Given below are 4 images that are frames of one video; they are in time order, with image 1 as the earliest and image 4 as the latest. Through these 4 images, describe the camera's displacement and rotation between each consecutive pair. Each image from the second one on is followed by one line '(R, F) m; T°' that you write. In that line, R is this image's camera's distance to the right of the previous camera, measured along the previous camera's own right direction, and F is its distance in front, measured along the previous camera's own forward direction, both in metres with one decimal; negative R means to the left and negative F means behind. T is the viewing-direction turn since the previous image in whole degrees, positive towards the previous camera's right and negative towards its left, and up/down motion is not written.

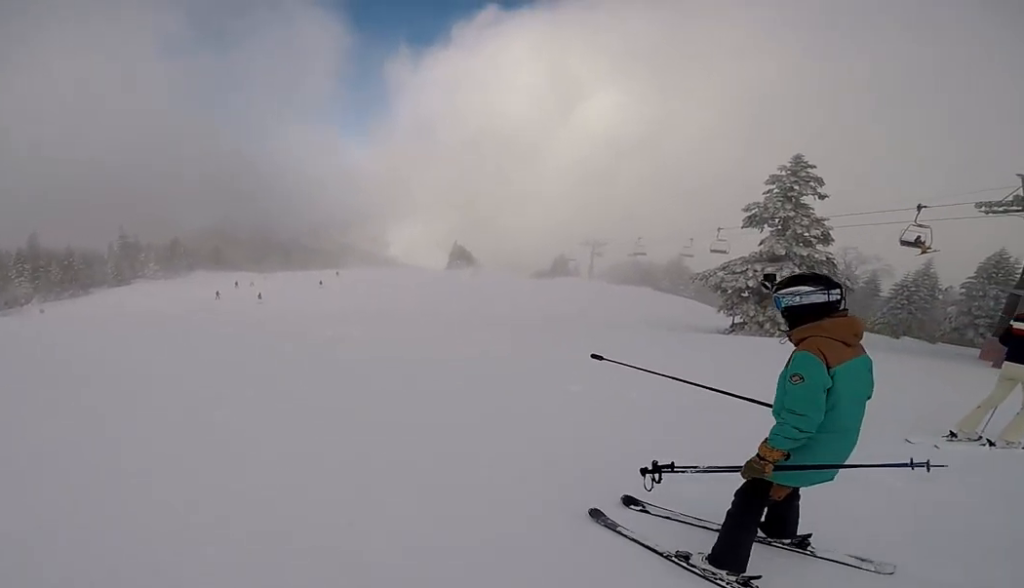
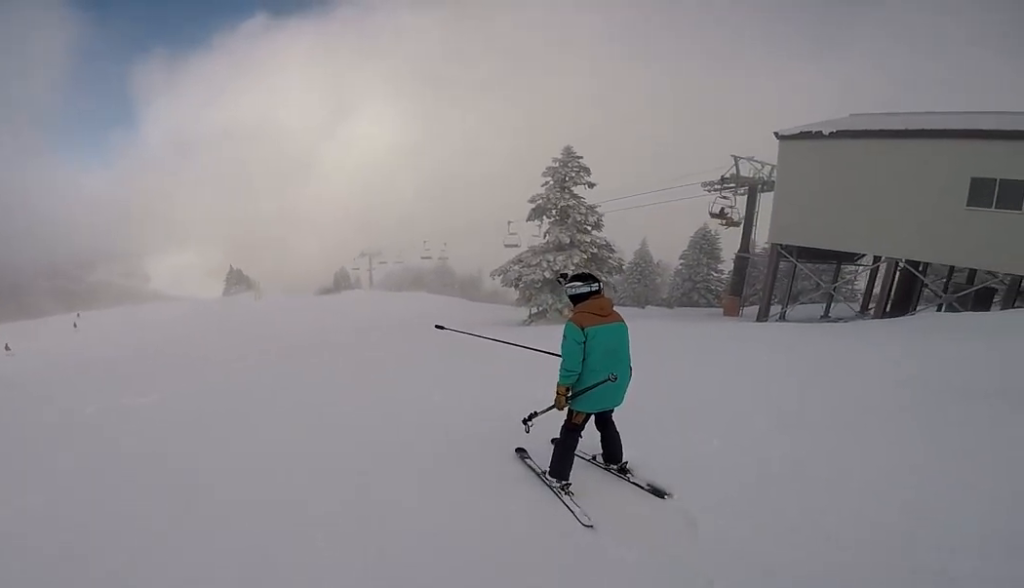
(-0.8, +4.0) m; +16°
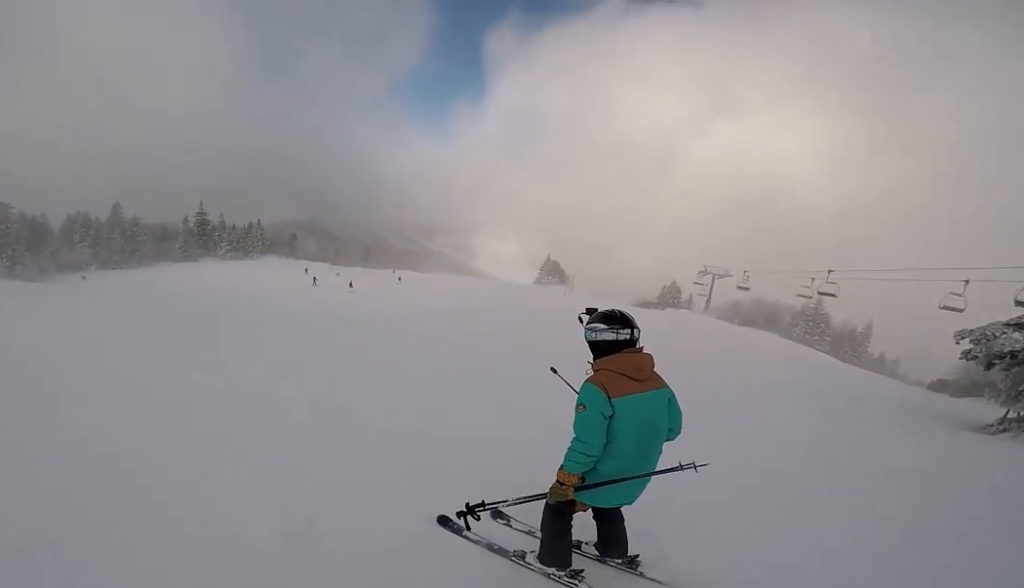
(+1.5, +5.7) m; -23°
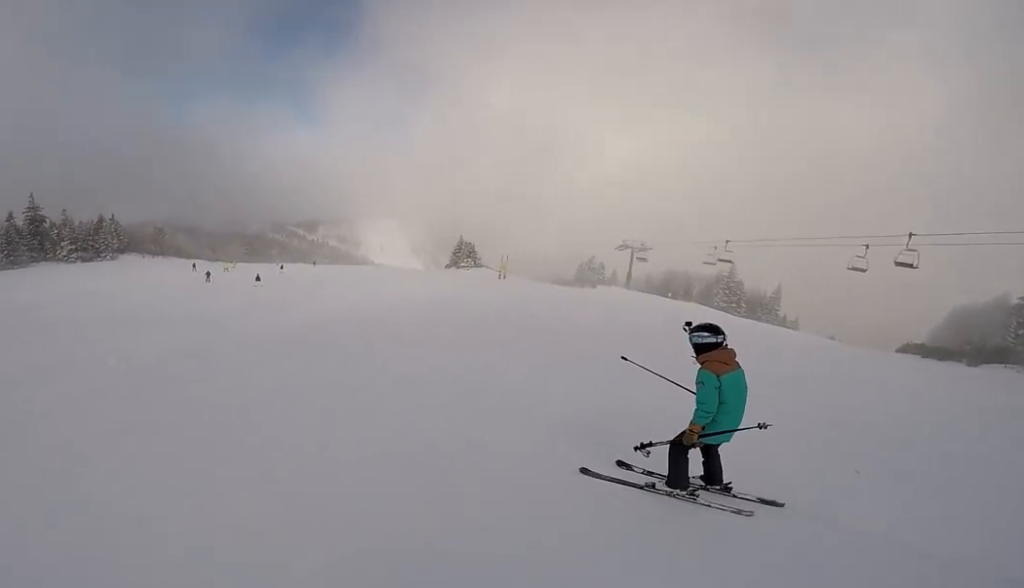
(-3.0, +15.2) m; -3°
